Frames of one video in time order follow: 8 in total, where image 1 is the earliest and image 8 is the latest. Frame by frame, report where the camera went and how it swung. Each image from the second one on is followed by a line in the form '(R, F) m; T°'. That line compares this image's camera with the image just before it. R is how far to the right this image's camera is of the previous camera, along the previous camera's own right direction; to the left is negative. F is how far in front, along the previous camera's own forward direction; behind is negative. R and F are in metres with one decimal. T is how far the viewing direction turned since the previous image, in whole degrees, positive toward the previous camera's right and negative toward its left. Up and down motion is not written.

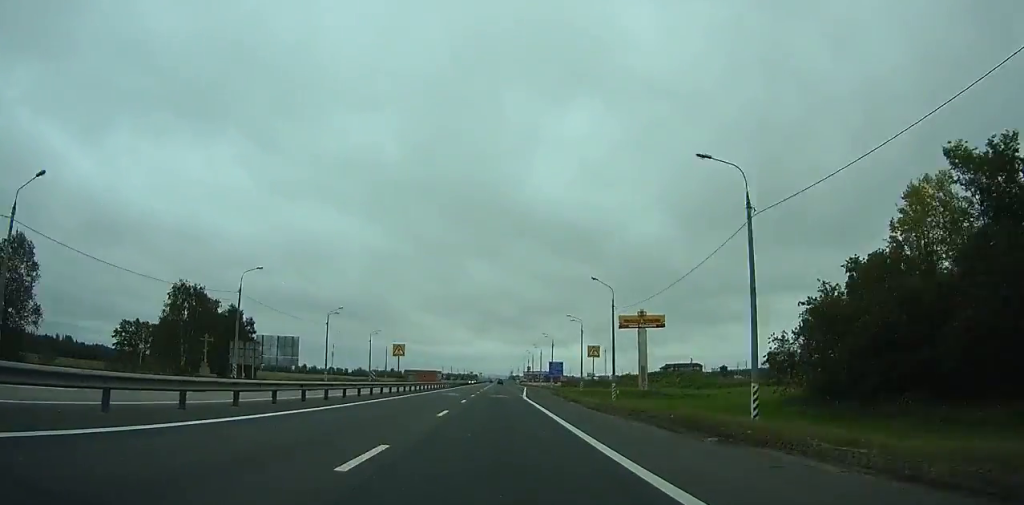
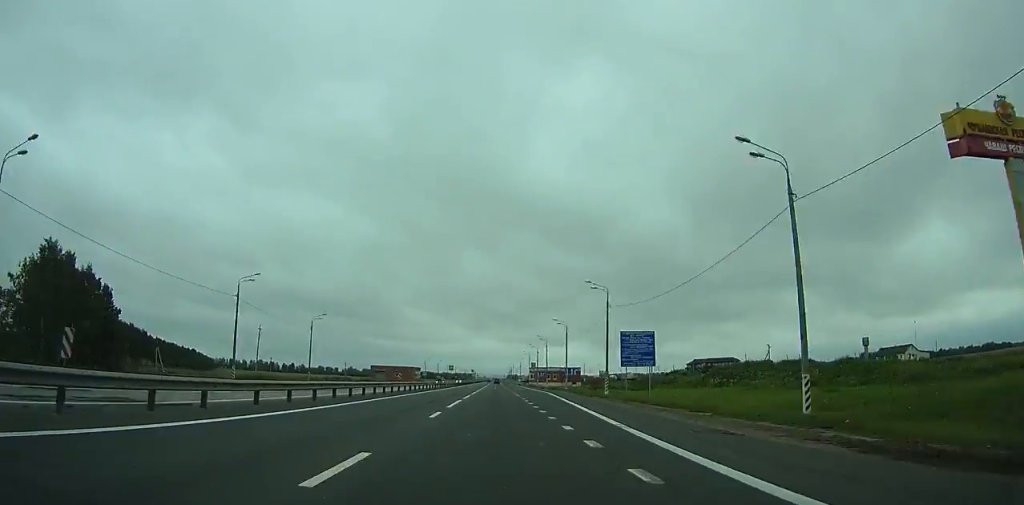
(+0.2, +59.2) m; 0°
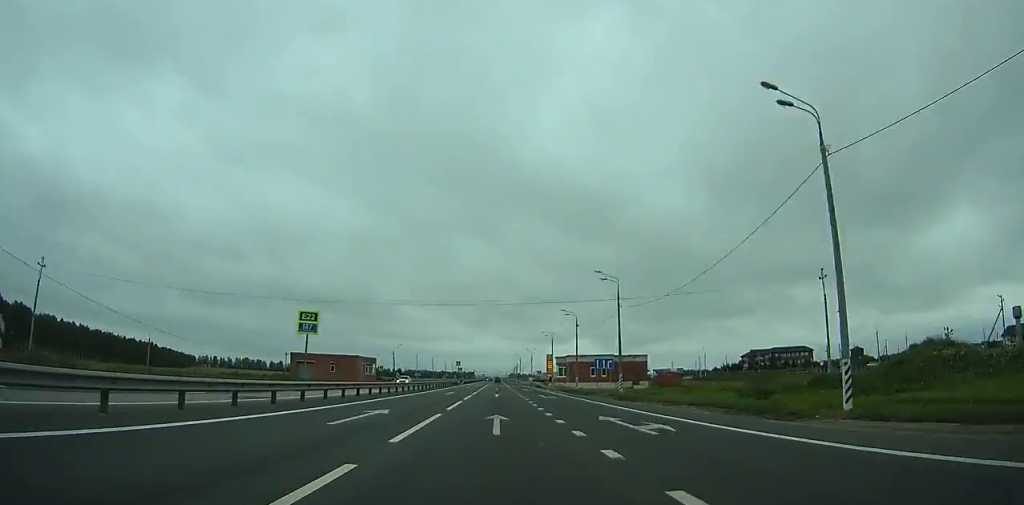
(-0.5, +72.5) m; 0°
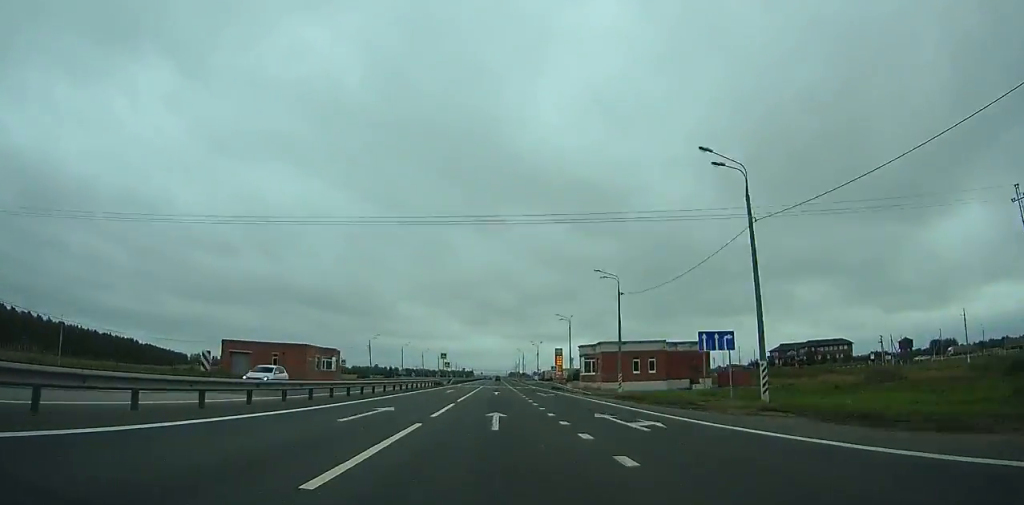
(0.0, +29.3) m; 0°
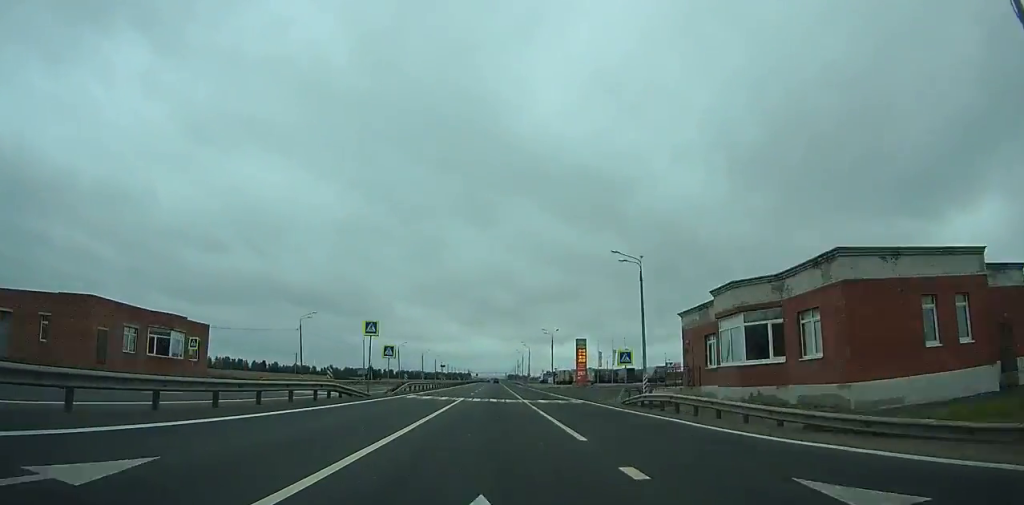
(0.0, +45.1) m; 0°
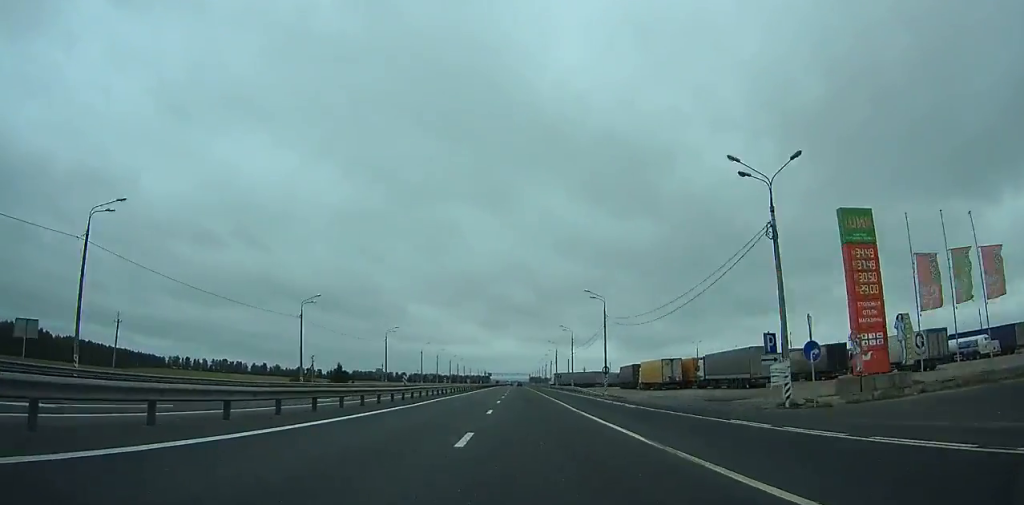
(-0.5, +89.0) m; -1°
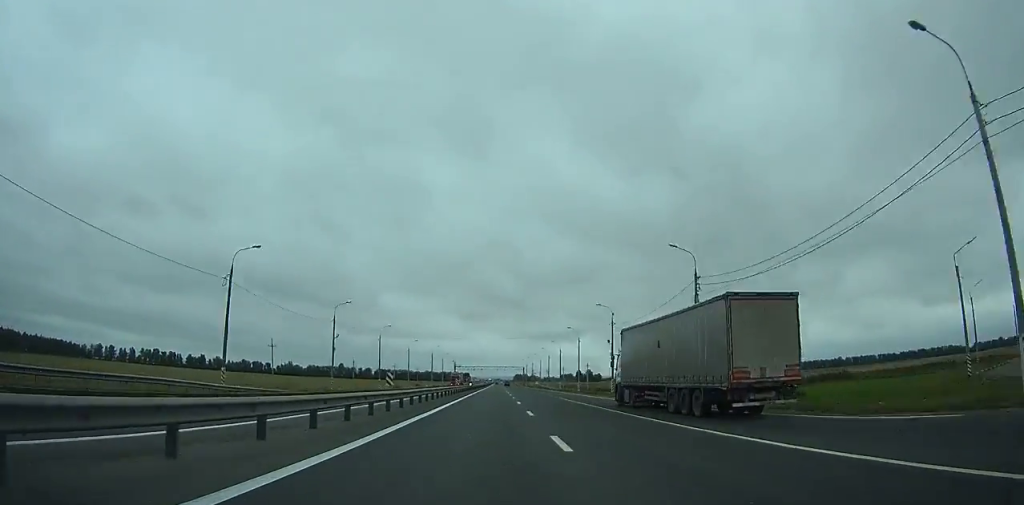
(0.0, +152.0) m; +1°
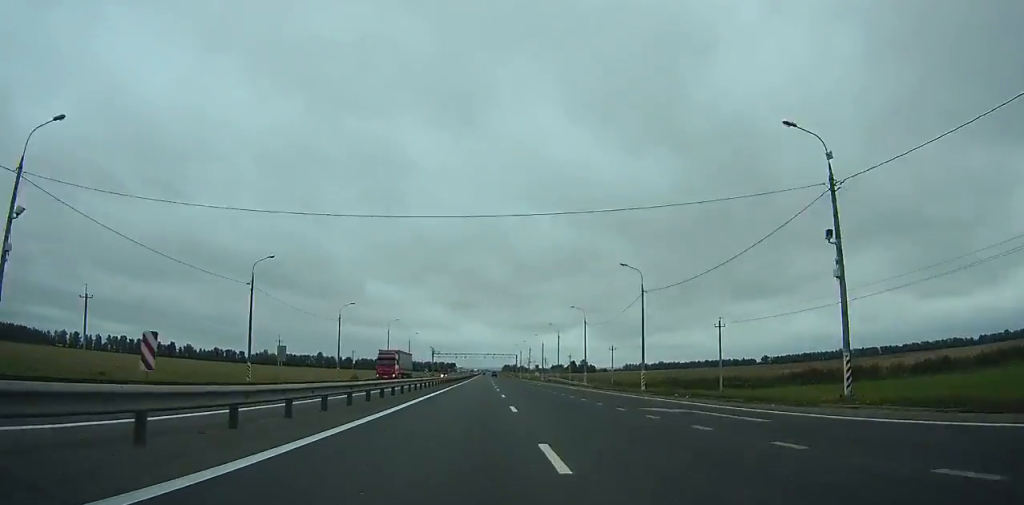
(+0.4, +48.8) m; +1°
